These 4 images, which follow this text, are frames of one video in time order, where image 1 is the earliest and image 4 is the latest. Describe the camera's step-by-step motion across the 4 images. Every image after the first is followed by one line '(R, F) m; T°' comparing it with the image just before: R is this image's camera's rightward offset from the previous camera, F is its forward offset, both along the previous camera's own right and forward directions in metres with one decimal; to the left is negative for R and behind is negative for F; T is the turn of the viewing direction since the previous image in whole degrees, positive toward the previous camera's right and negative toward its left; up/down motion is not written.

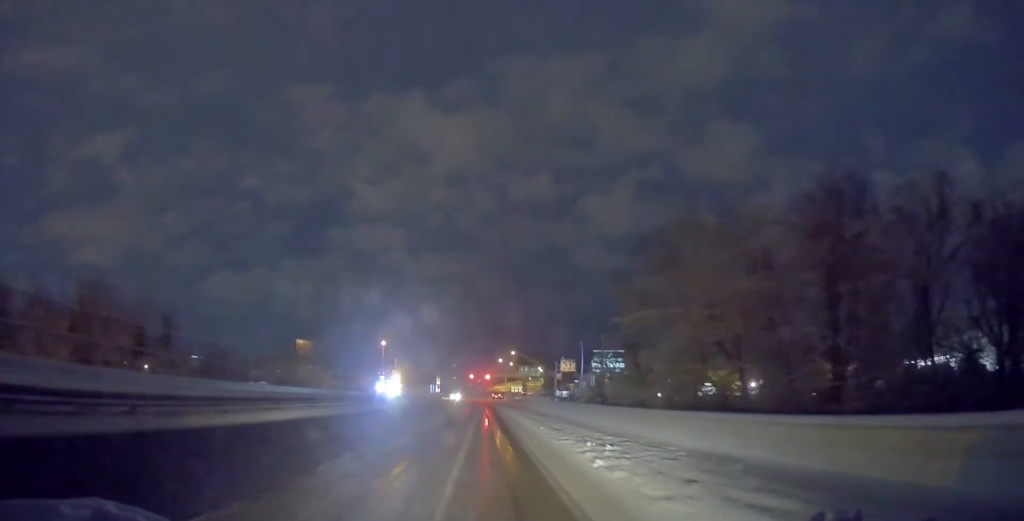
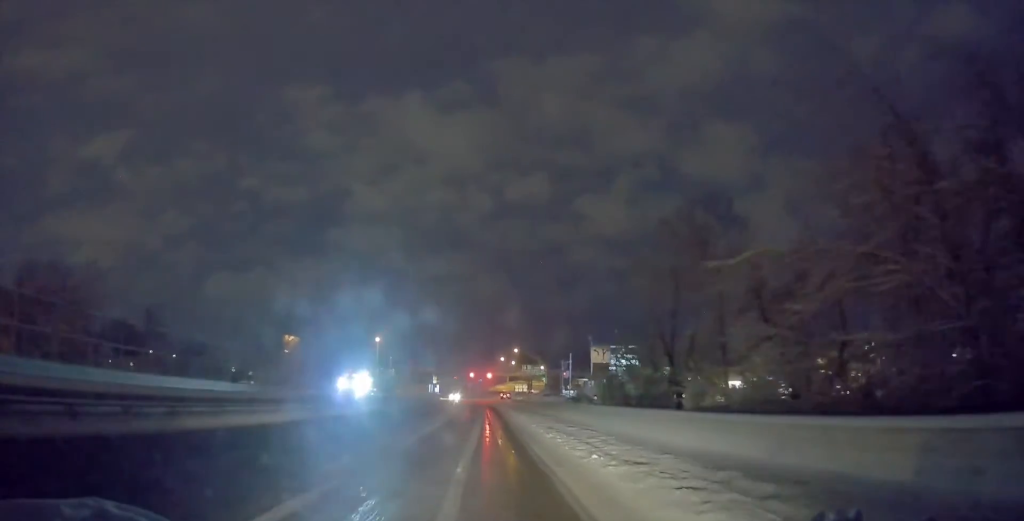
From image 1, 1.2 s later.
(-0.4, +10.0) m; -2°
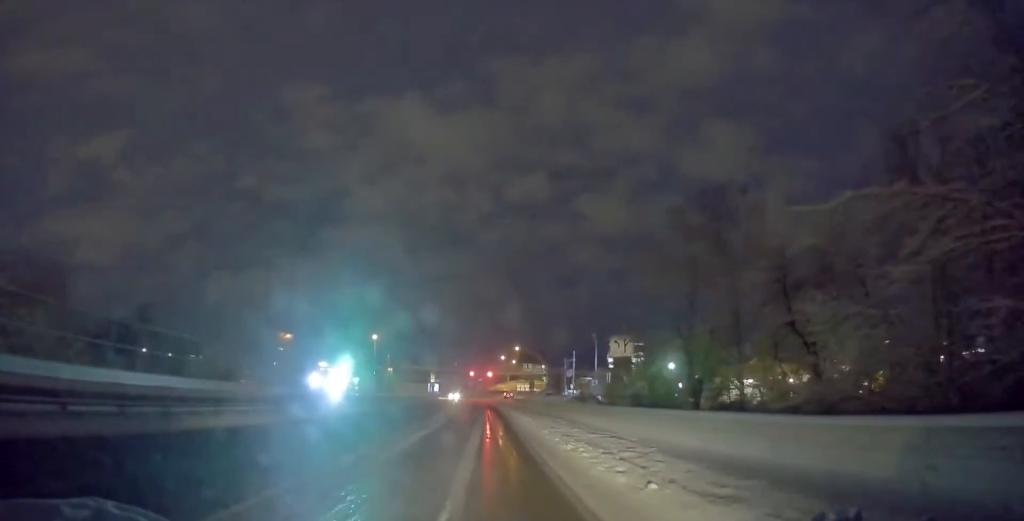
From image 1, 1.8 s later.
(+0.1, +4.3) m; +4°
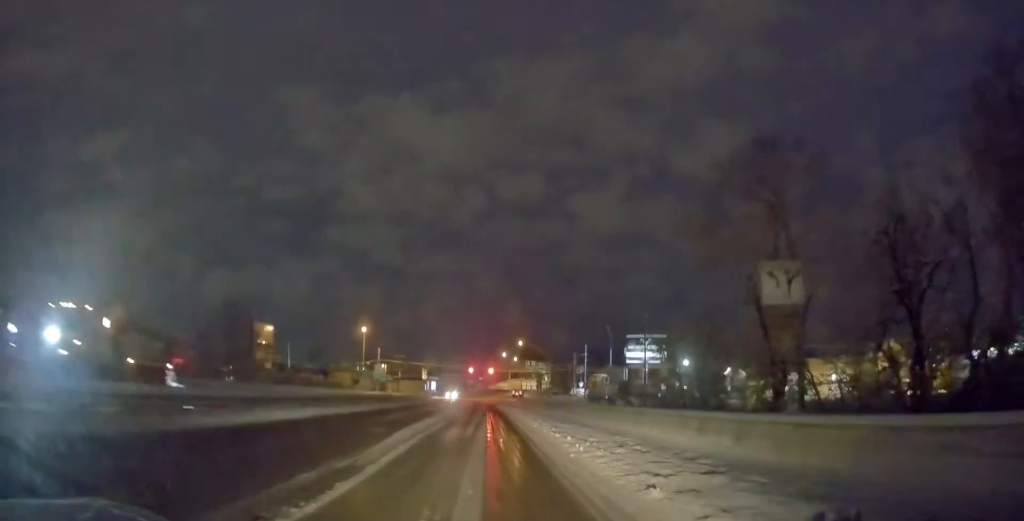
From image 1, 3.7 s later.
(+0.8, +13.2) m; -2°
